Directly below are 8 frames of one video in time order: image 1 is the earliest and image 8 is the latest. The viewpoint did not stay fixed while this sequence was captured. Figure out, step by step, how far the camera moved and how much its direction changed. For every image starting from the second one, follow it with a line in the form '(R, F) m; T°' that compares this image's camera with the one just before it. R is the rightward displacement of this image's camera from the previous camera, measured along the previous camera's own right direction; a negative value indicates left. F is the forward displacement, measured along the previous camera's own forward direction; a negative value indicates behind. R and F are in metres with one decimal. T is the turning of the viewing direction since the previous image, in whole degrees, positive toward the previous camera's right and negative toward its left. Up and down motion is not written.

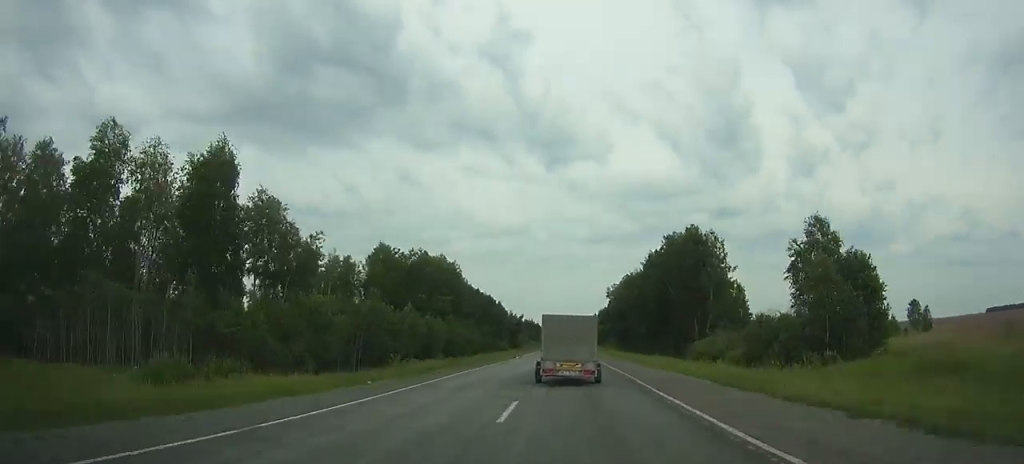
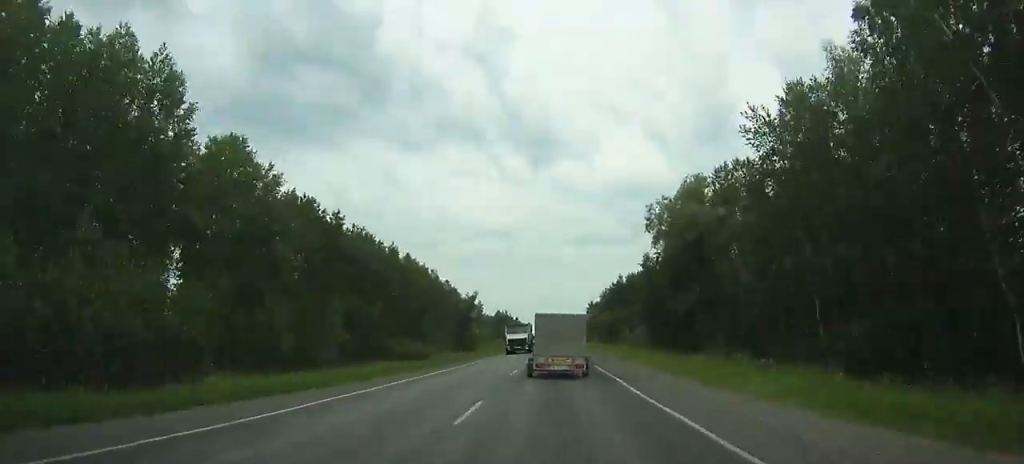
(+0.3, +87.0) m; 0°
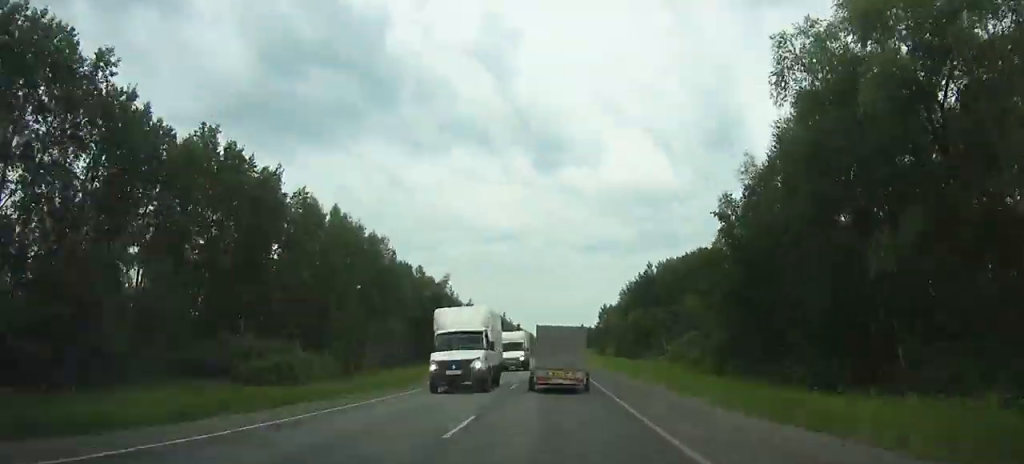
(-0.2, +35.9) m; 0°
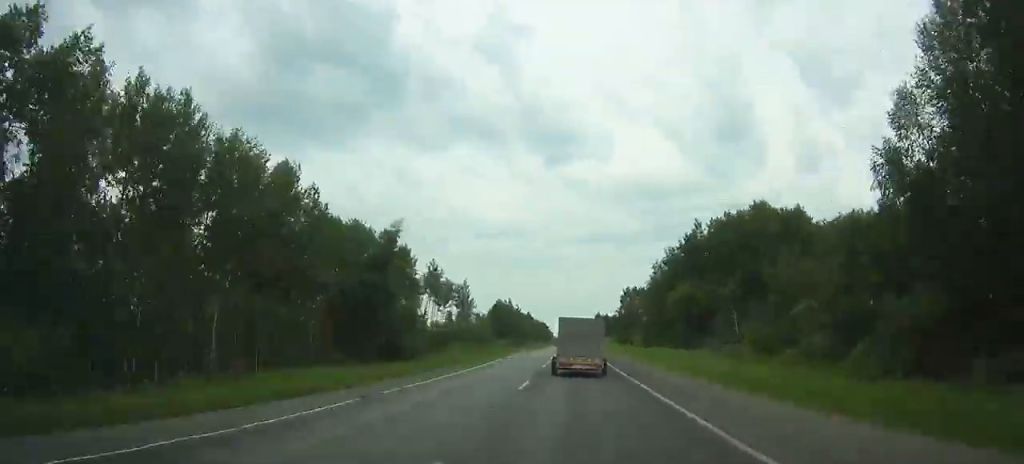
(-0.1, +29.6) m; 0°
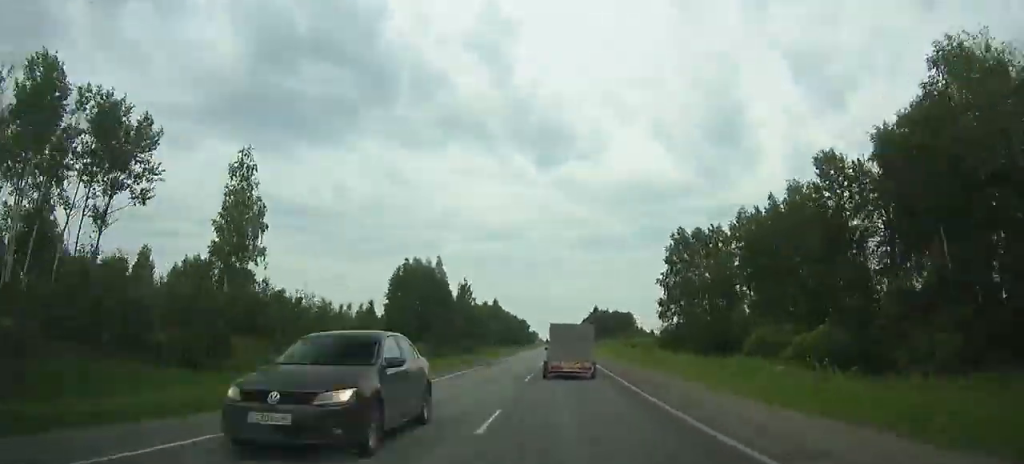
(+0.1, +90.4) m; 0°
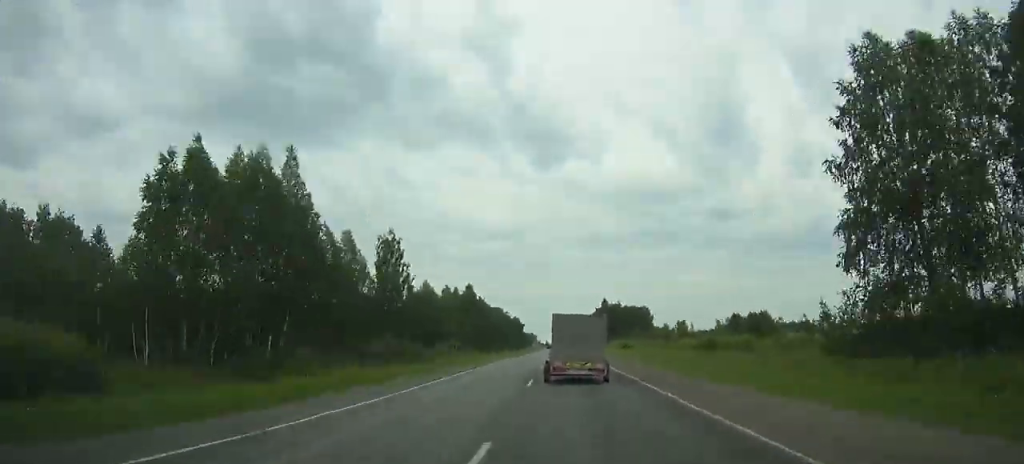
(-0.1, +48.5) m; 0°
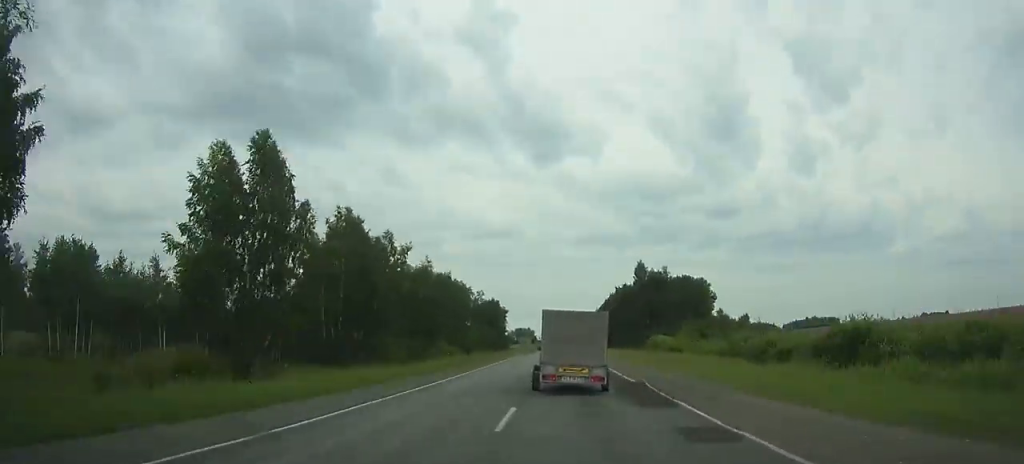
(+0.1, +91.8) m; 0°
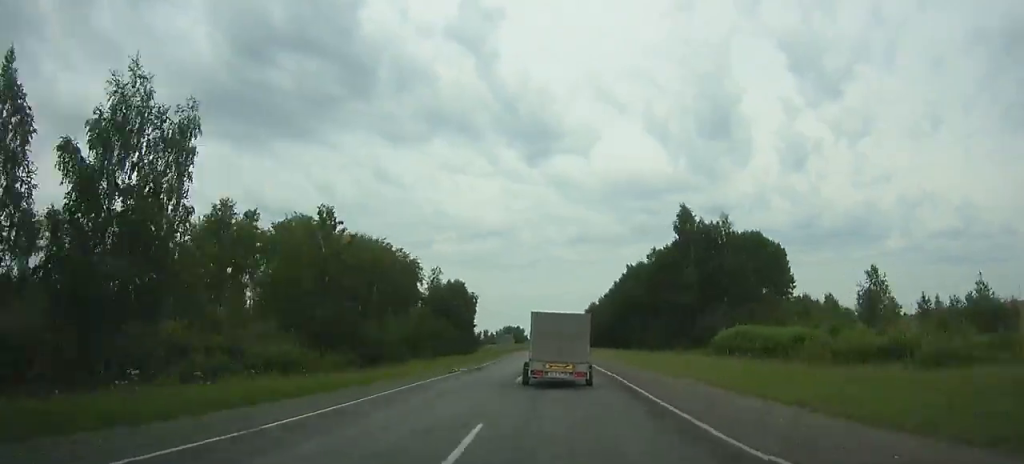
(0.0, +50.2) m; 0°
